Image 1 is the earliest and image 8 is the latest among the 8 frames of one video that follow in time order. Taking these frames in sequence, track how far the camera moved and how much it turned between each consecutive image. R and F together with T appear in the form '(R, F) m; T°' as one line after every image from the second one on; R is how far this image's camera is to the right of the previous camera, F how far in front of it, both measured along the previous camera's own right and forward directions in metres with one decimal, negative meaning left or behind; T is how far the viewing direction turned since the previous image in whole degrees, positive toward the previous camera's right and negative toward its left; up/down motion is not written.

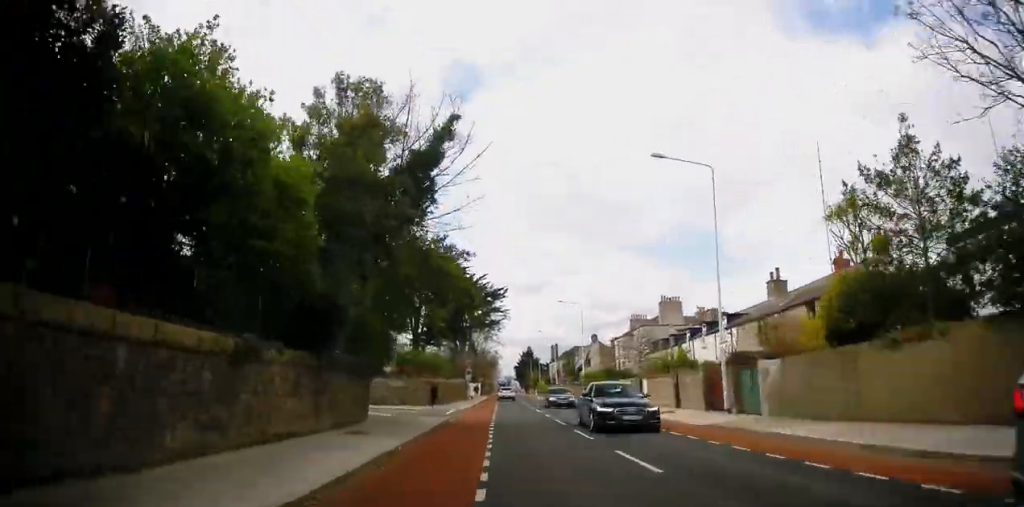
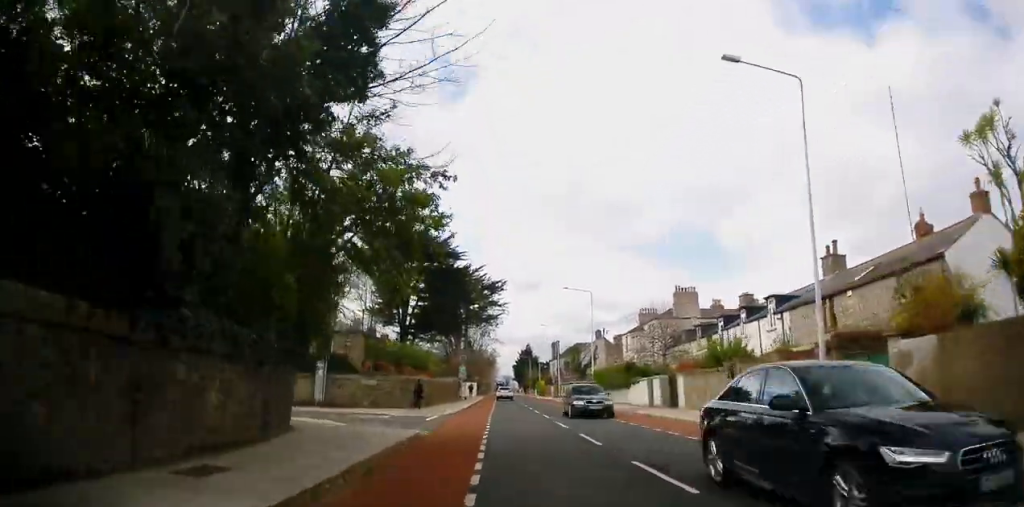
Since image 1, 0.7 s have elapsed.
(+0.8, +7.4) m; +6°
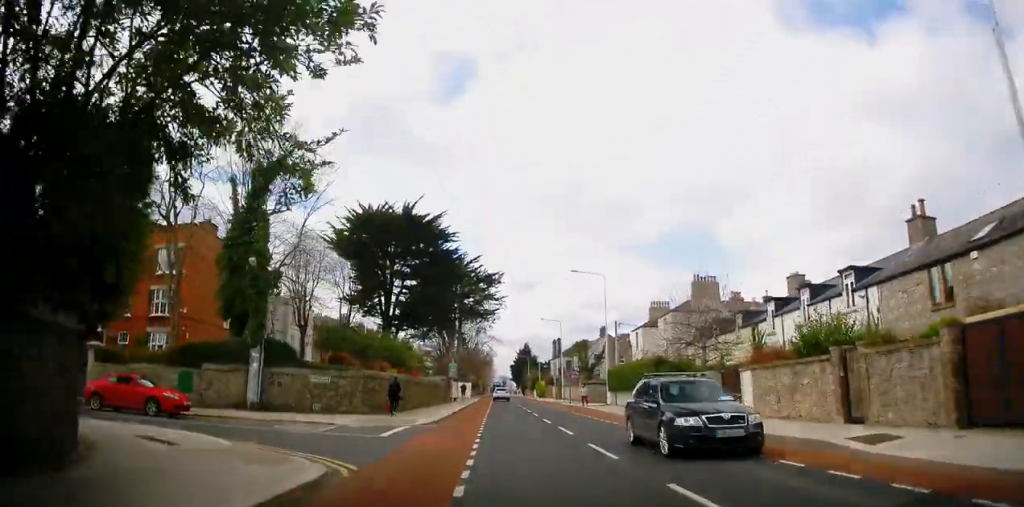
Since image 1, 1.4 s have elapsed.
(+2.7, +7.9) m; +2°
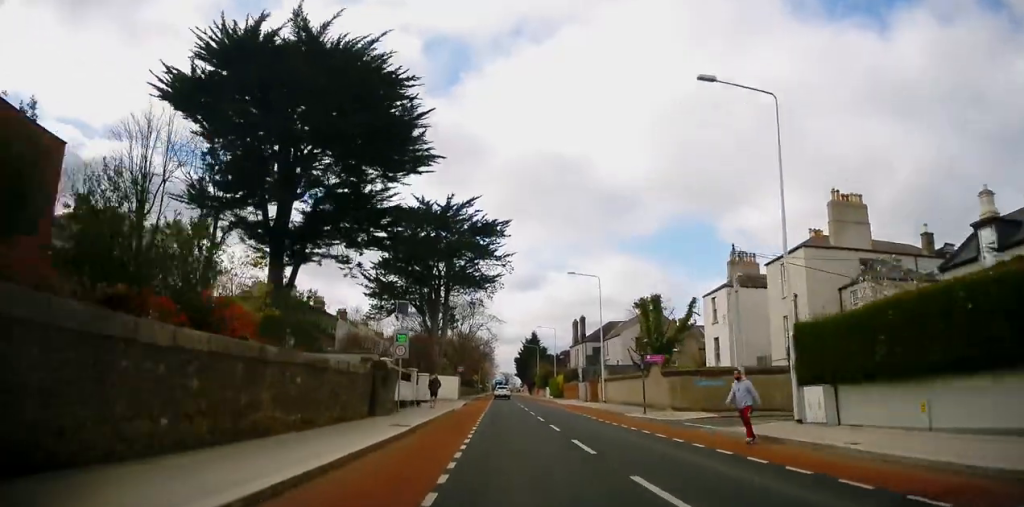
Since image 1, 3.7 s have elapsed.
(-6.0, +28.3) m; -8°
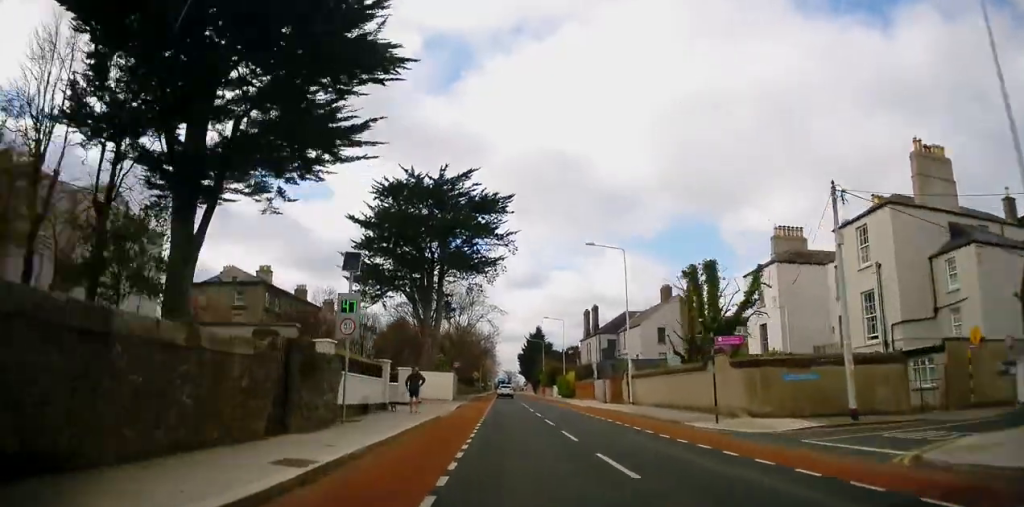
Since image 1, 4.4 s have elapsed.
(+0.1, +8.9) m; -1°
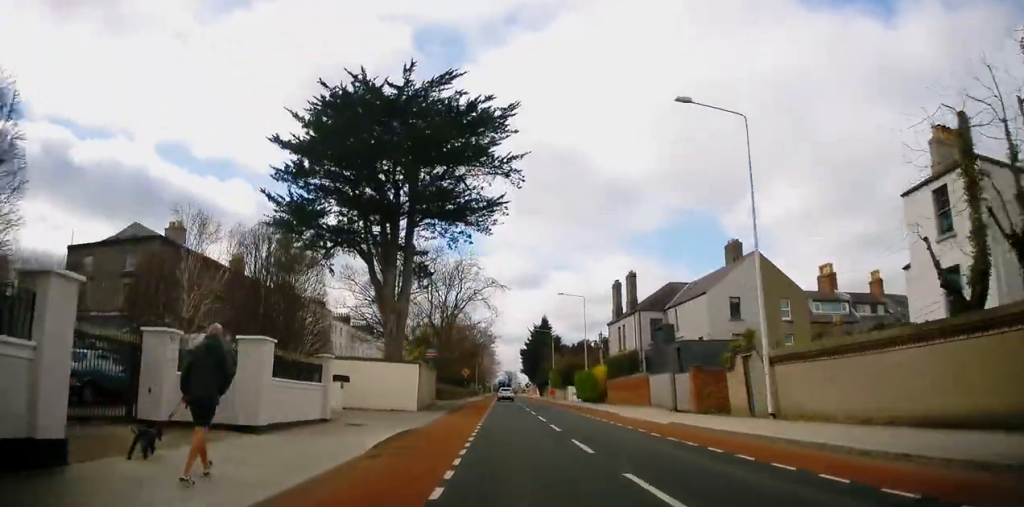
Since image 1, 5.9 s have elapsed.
(-0.2, +20.6) m; +1°
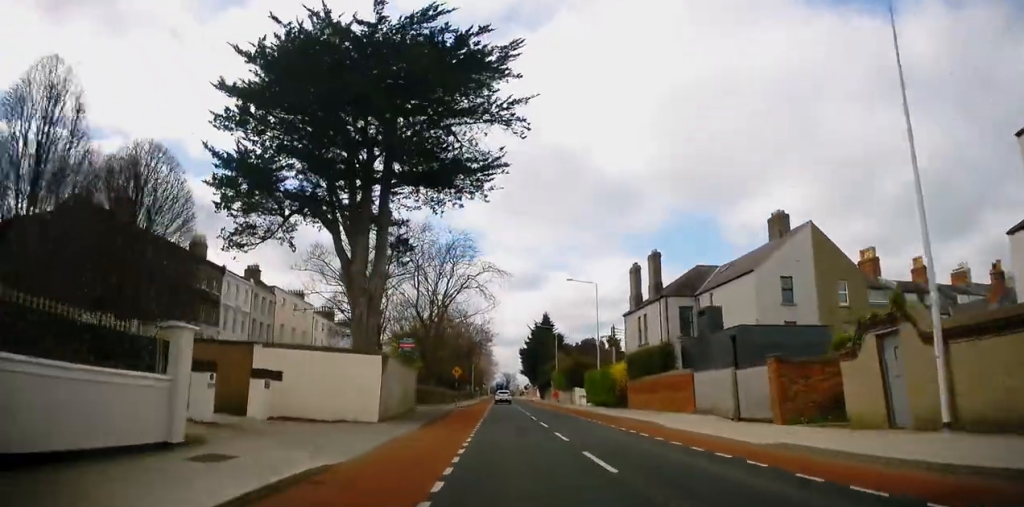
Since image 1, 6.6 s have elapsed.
(+0.1, +8.5) m; +1°
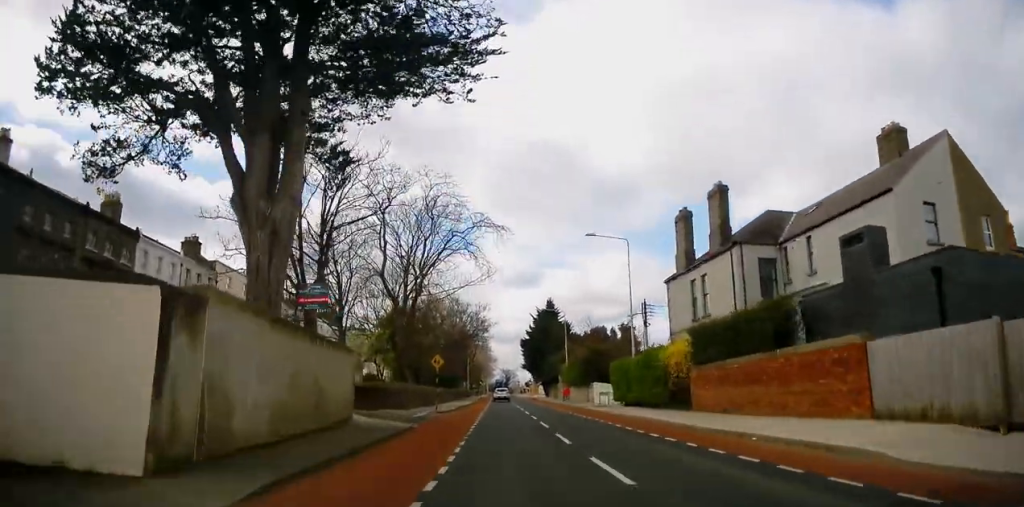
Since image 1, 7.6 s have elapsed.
(0.0, +13.4) m; 0°
